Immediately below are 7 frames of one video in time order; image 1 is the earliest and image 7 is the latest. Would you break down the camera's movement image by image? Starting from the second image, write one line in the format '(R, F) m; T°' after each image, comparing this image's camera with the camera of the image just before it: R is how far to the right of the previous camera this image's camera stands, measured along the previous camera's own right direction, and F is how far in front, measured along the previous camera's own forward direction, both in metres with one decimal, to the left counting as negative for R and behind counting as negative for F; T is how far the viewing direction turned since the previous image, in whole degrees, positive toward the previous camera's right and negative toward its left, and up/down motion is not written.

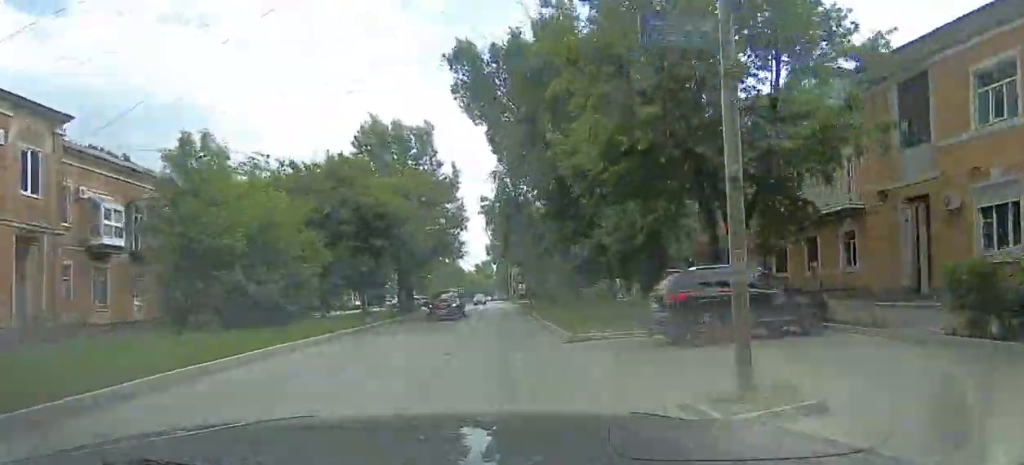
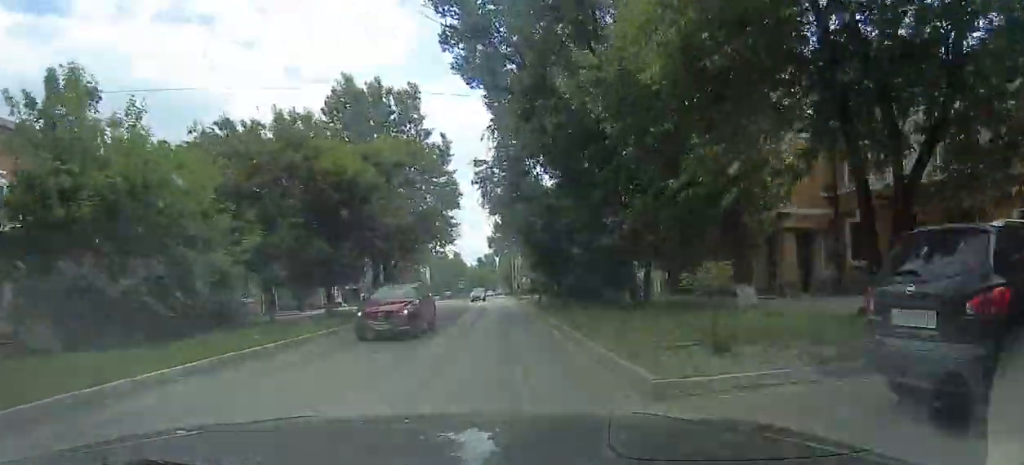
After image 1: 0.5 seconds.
(-0.2, +8.6) m; +1°
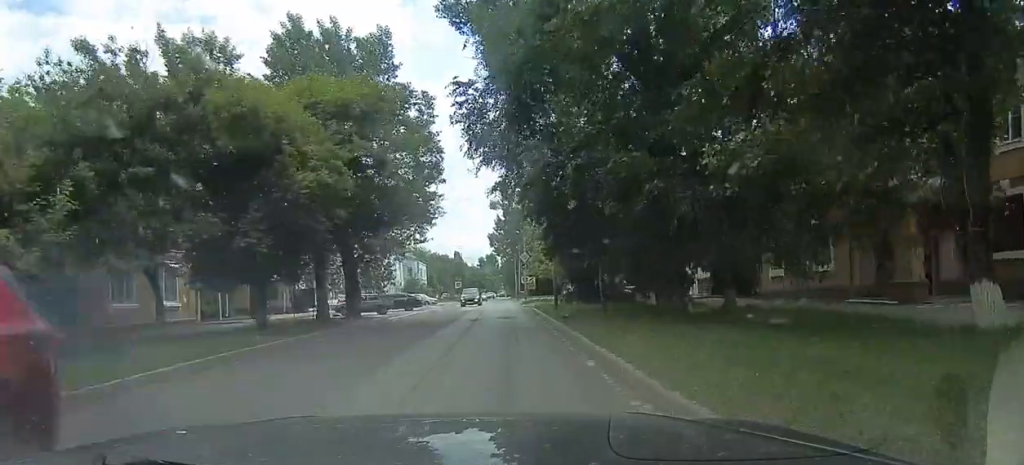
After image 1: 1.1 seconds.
(+0.4, +9.7) m; +3°
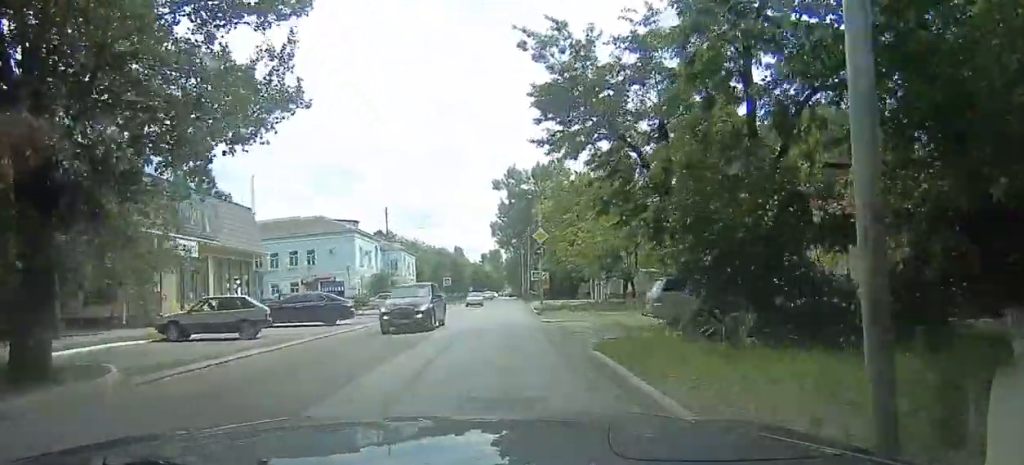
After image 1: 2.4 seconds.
(+0.9, +19.1) m; +4°
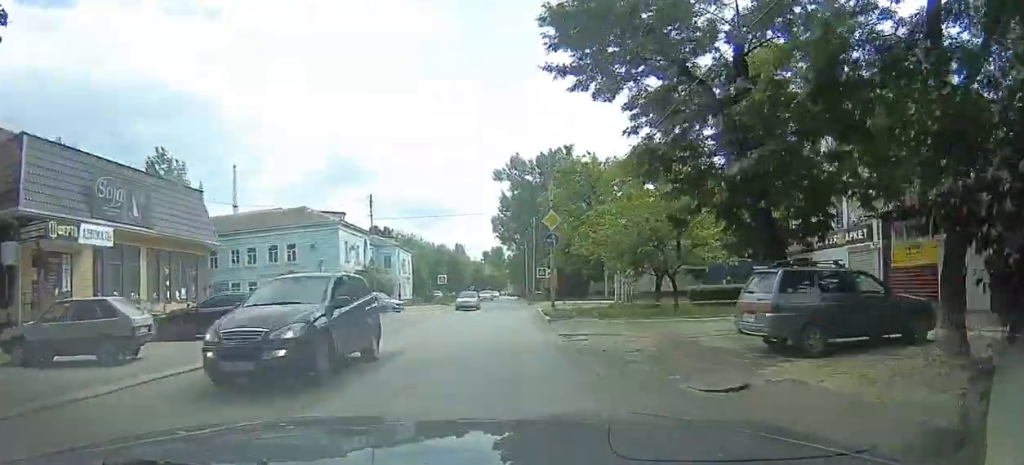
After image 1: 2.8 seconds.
(+0.1, +6.5) m; +1°
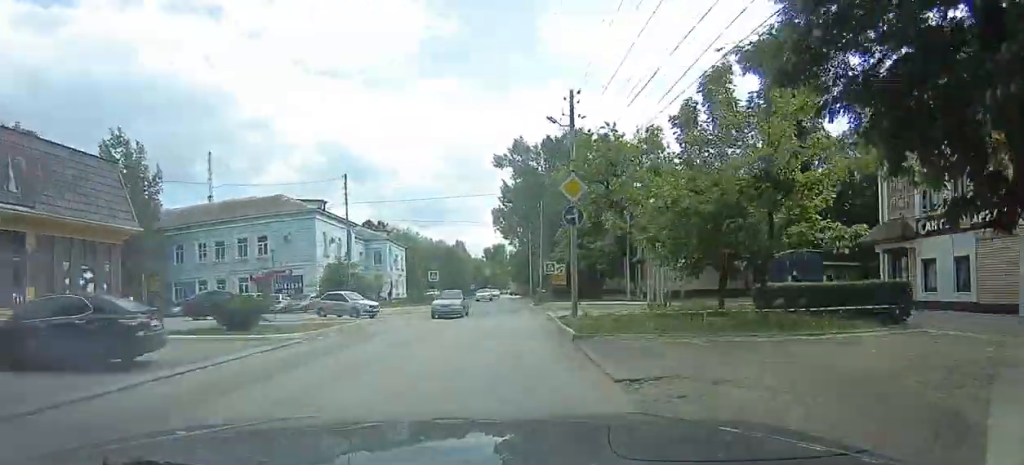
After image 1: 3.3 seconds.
(0.0, +7.0) m; 0°
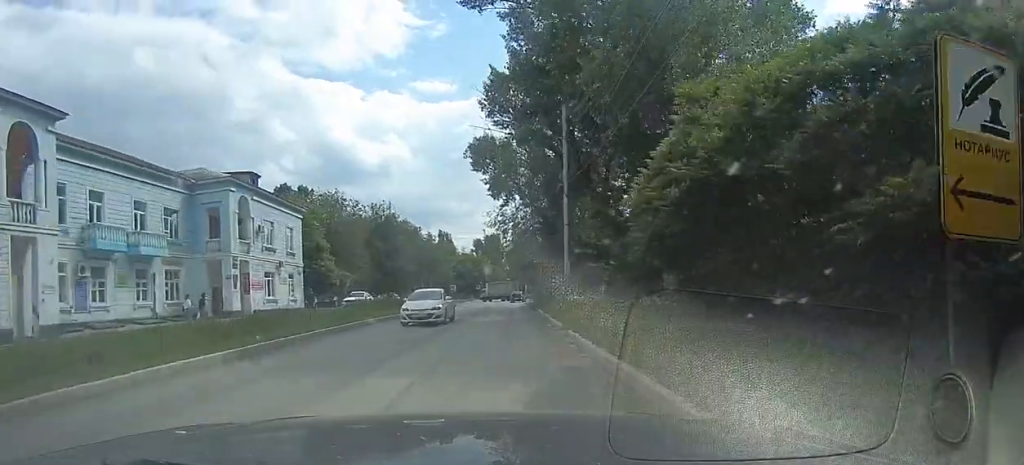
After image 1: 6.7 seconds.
(+0.1, +43.9) m; 0°
